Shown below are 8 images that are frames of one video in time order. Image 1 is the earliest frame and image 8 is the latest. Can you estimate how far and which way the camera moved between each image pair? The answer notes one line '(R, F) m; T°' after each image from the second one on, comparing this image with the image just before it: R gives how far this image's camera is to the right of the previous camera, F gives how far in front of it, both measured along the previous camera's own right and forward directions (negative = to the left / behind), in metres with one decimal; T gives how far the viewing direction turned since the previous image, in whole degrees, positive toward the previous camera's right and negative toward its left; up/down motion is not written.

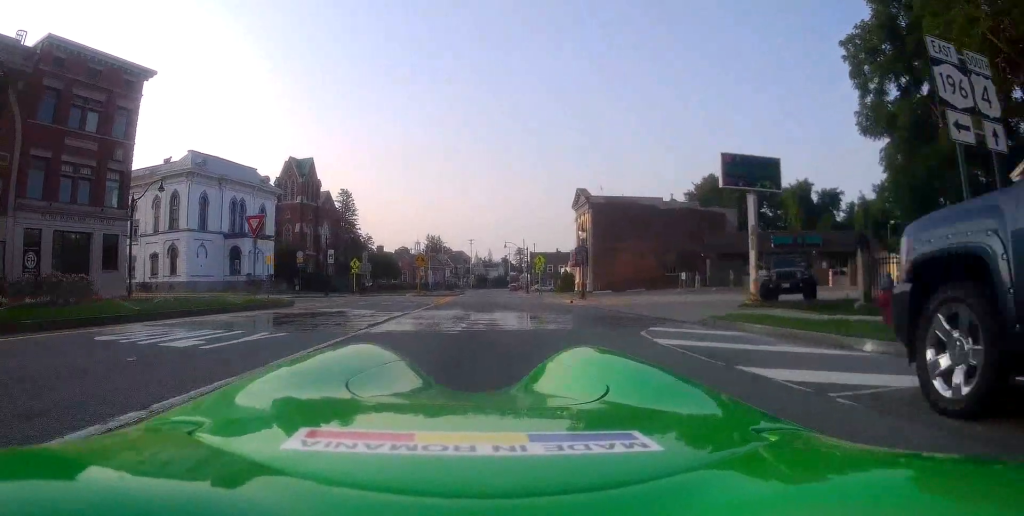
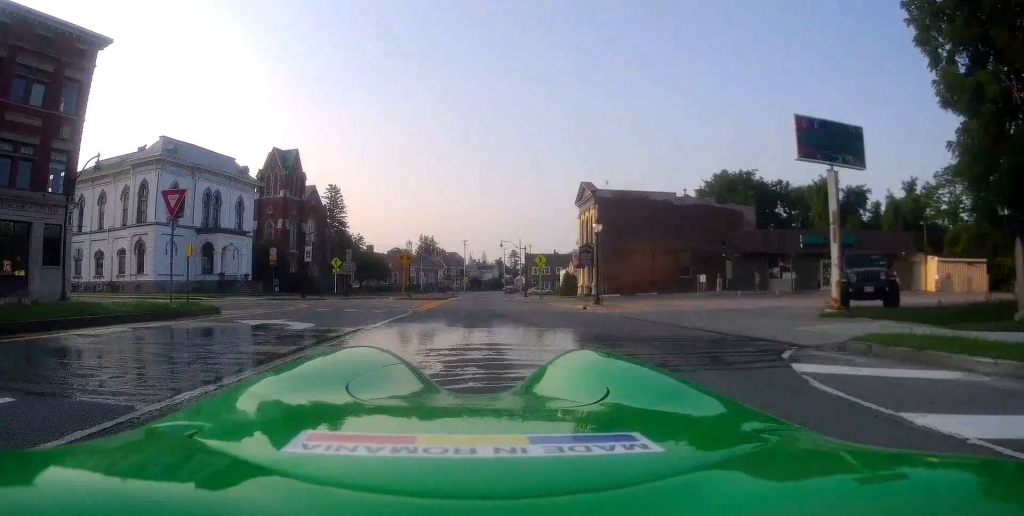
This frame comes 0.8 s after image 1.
(+0.2, +5.8) m; 0°
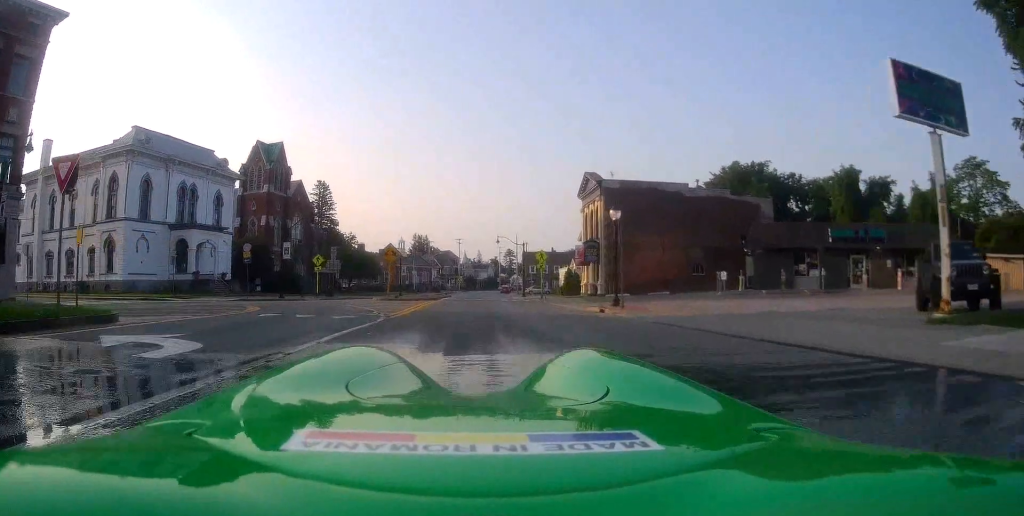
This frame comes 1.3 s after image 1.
(0.0, +4.5) m; -1°
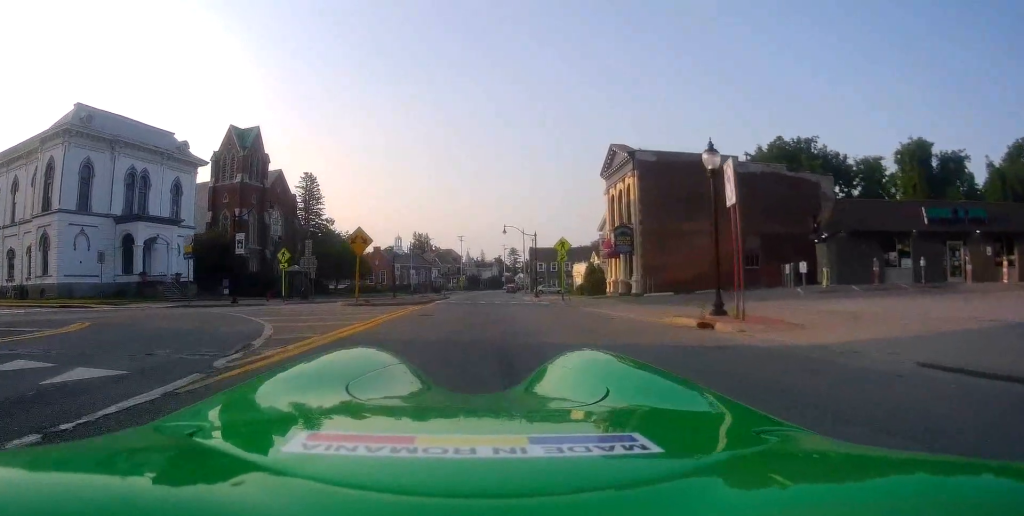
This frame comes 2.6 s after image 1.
(-0.3, +10.2) m; -2°
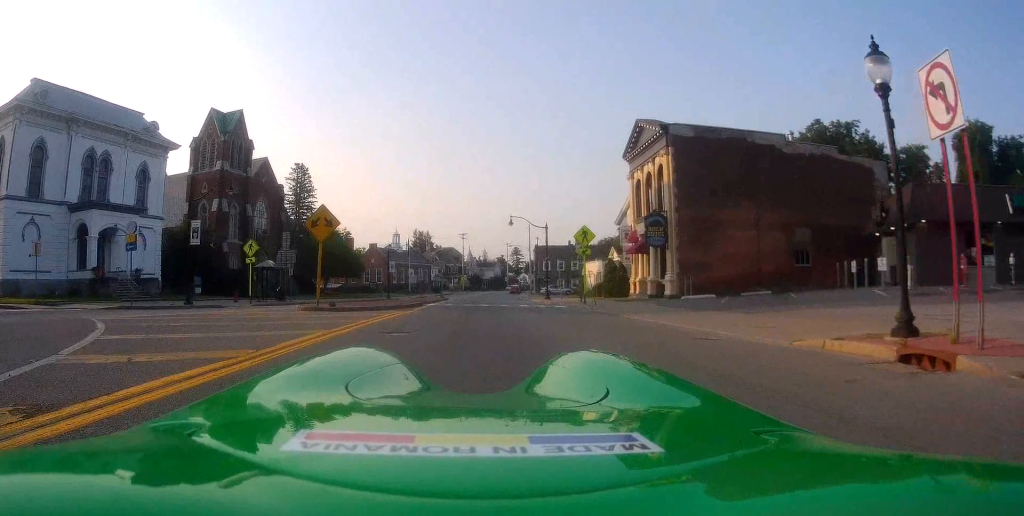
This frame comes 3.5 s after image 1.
(0.0, +6.6) m; 0°
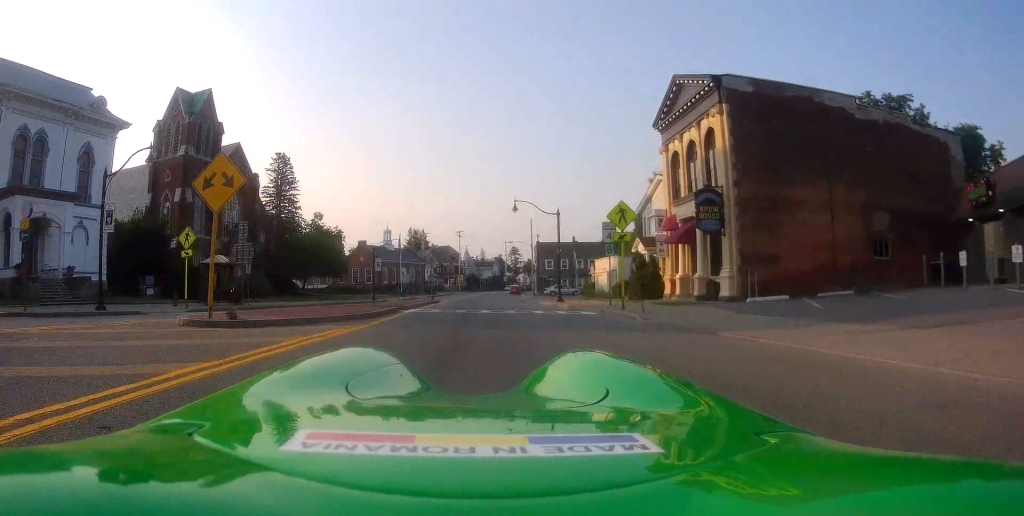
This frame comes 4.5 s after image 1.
(0.0, +7.9) m; +1°
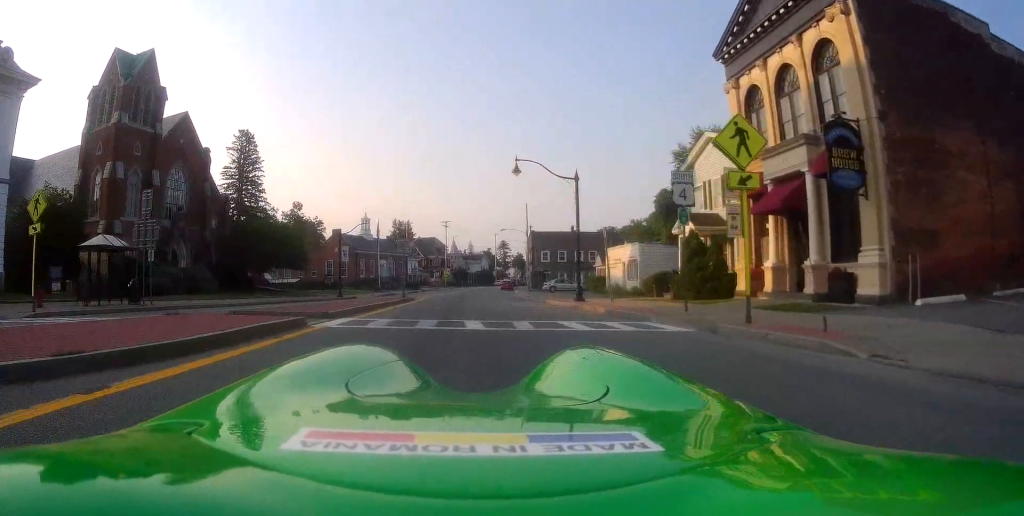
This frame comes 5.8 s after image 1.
(+0.3, +10.1) m; +3°
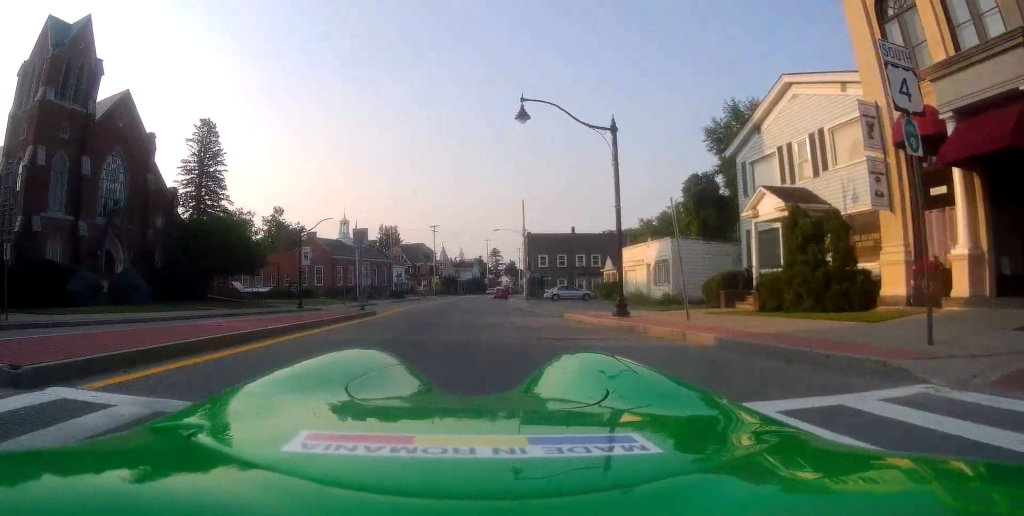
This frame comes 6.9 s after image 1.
(0.0, +8.9) m; -2°
